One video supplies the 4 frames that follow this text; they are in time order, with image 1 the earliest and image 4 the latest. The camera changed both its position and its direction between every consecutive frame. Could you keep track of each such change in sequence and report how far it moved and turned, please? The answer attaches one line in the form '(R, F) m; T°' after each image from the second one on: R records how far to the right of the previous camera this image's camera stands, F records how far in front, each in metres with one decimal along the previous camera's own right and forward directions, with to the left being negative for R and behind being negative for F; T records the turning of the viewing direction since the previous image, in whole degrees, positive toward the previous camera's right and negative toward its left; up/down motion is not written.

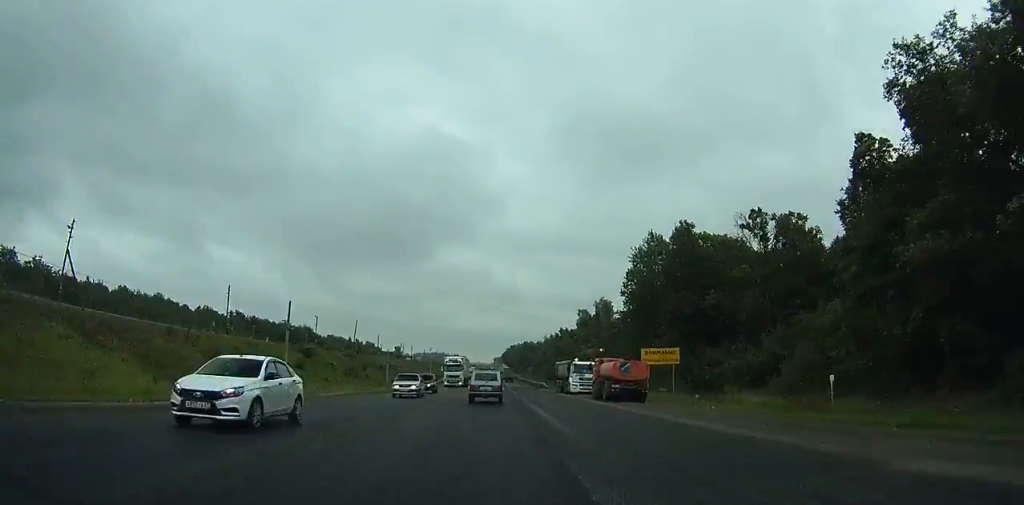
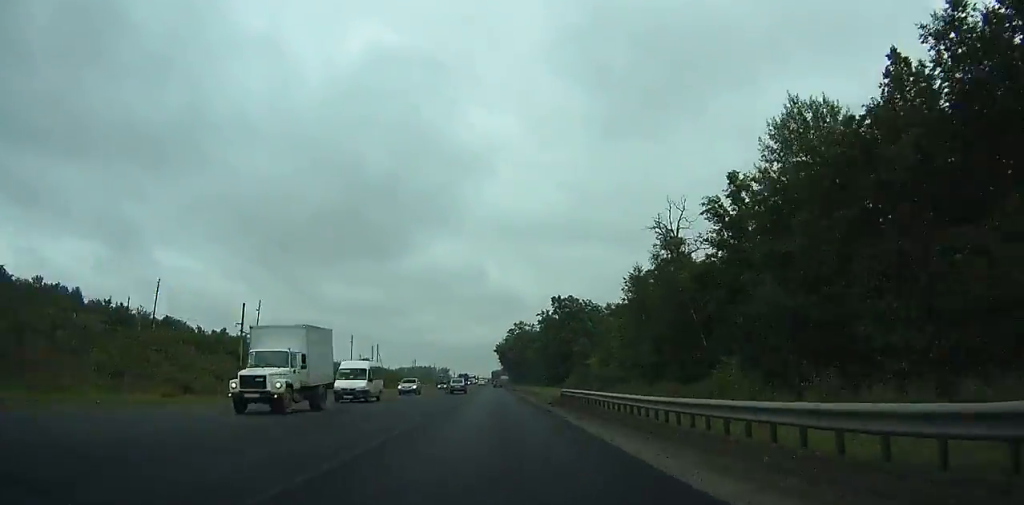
(+4.0, +225.9) m; -2°
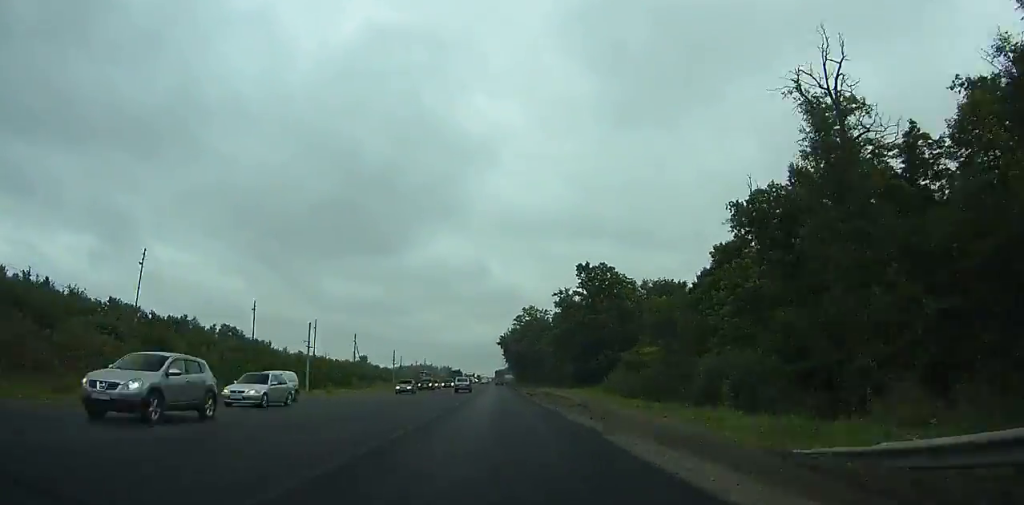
(0.0, +39.4) m; -2°
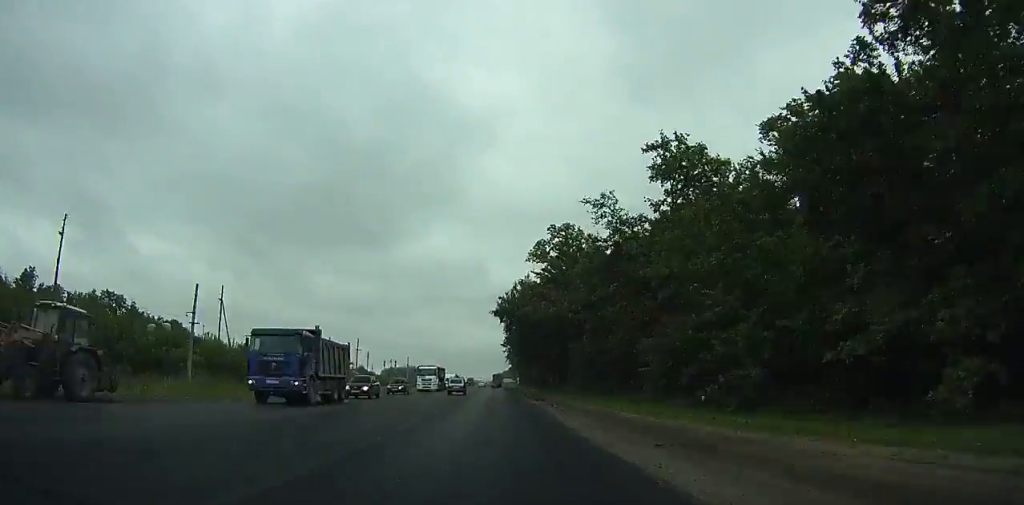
(-0.8, +80.5) m; +6°
